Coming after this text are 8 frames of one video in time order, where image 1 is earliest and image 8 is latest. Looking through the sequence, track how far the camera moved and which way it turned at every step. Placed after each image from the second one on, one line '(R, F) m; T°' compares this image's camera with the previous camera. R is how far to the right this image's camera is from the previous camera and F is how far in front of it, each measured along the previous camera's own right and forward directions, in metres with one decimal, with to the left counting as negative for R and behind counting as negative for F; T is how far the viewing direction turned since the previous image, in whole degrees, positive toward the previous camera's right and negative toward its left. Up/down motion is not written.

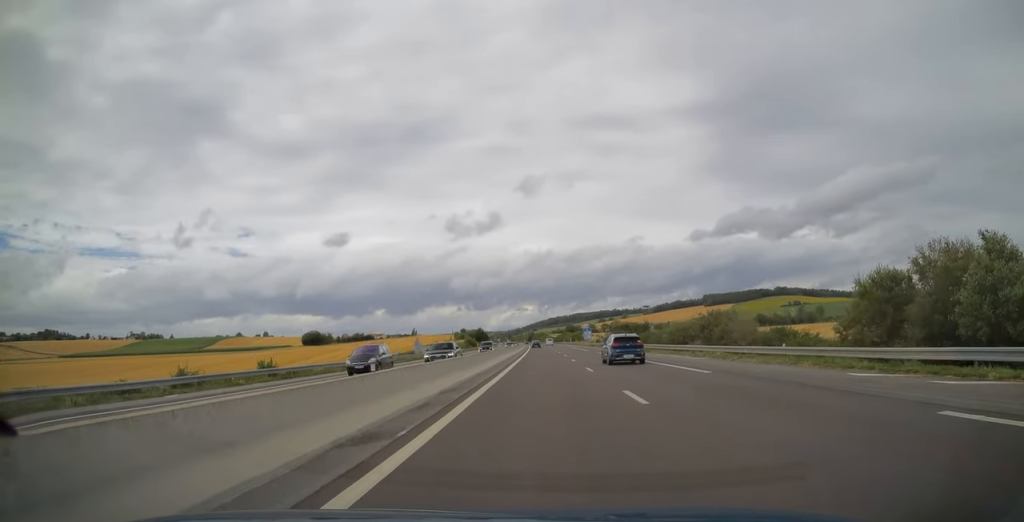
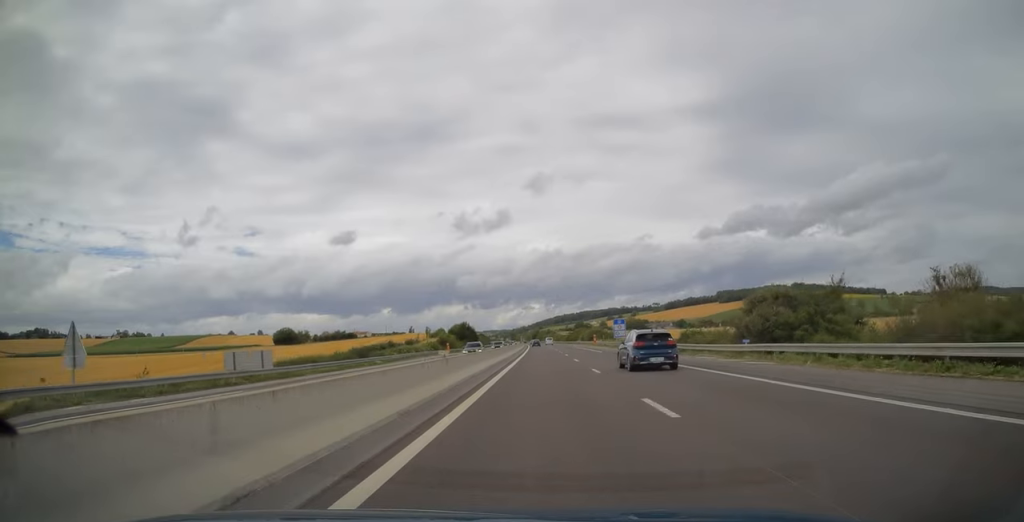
(-0.1, +66.6) m; 0°
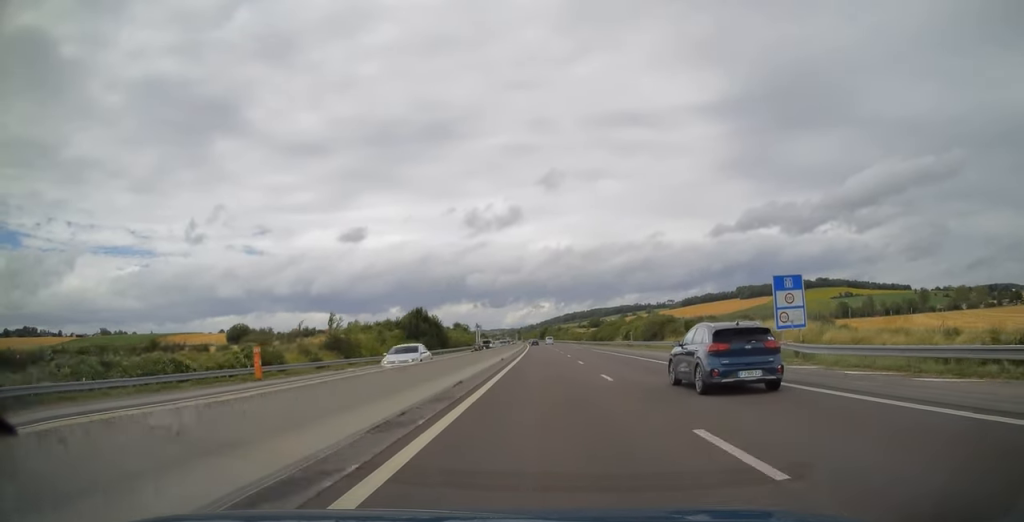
(-0.6, +81.6) m; -1°
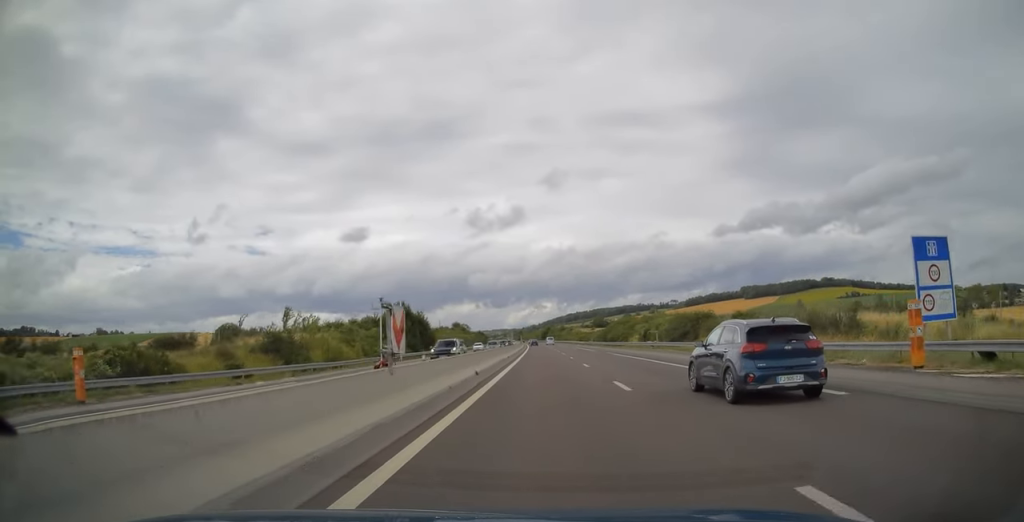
(0.0, +16.3) m; 0°
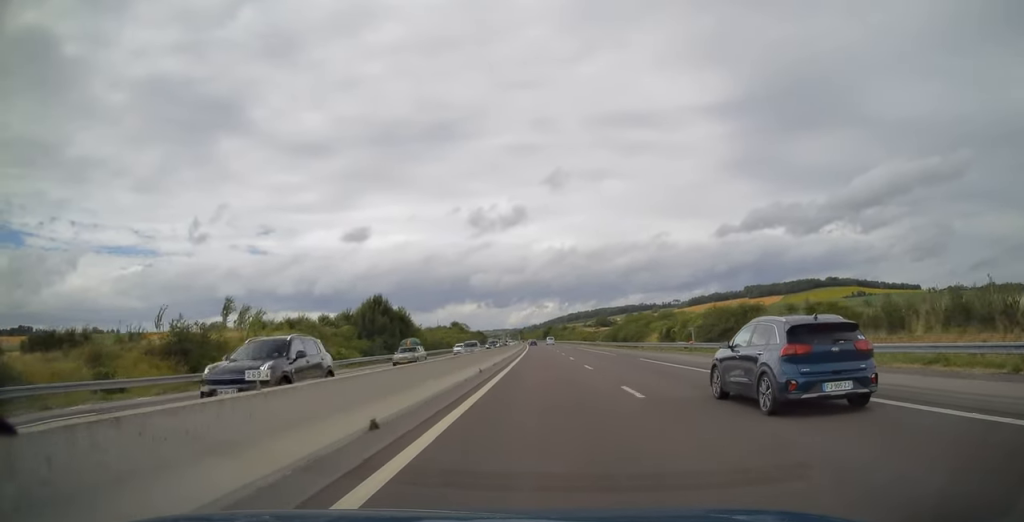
(0.0, +14.6) m; 0°
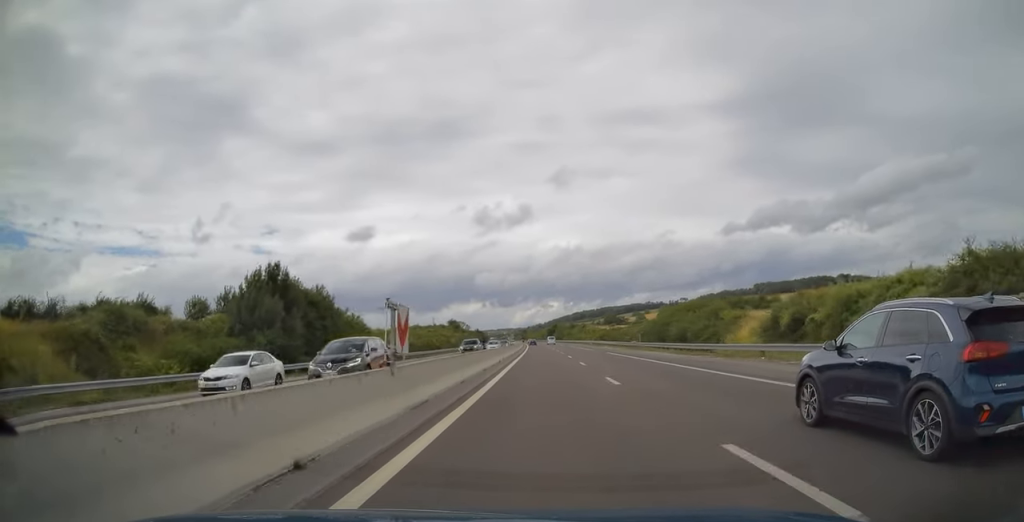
(-0.1, +34.9) m; 0°
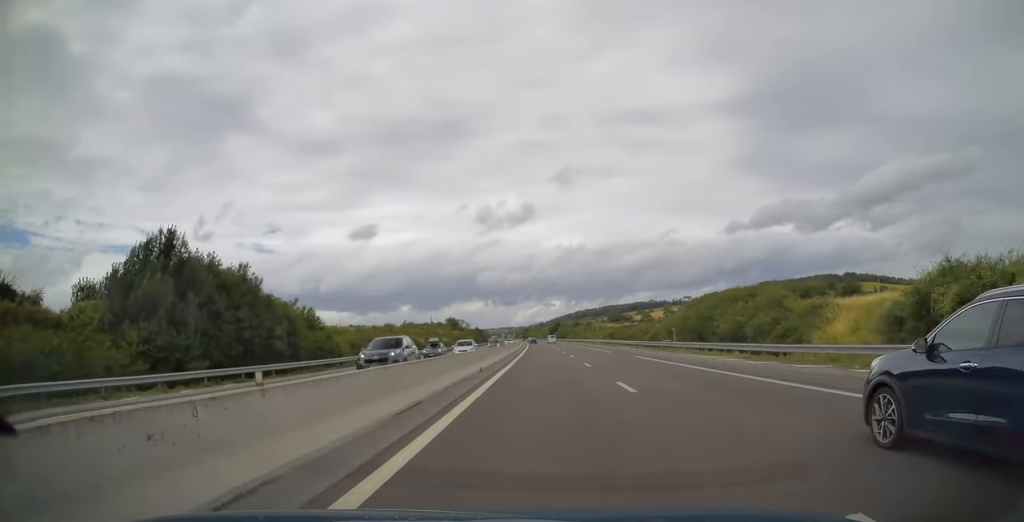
(0.0, +15.7) m; 0°
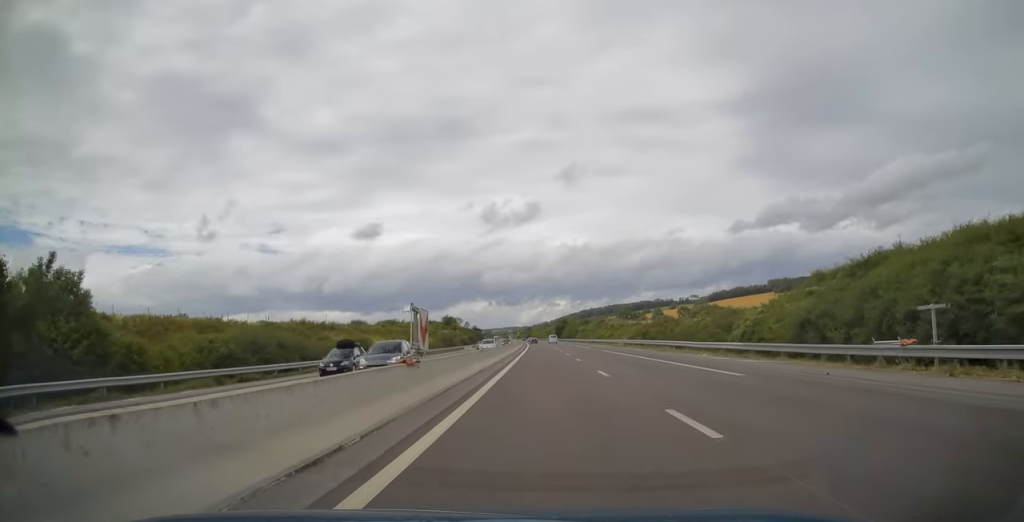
(-0.1, +32.0) m; 0°
